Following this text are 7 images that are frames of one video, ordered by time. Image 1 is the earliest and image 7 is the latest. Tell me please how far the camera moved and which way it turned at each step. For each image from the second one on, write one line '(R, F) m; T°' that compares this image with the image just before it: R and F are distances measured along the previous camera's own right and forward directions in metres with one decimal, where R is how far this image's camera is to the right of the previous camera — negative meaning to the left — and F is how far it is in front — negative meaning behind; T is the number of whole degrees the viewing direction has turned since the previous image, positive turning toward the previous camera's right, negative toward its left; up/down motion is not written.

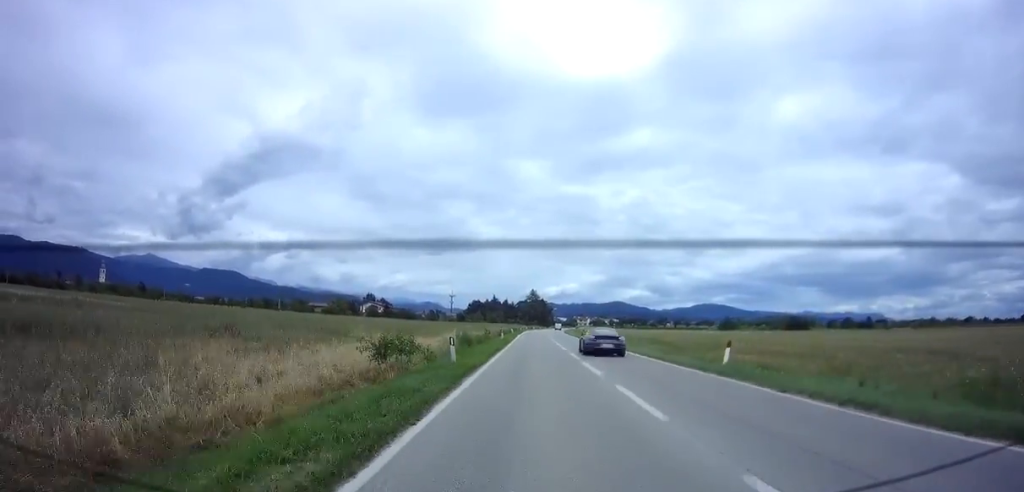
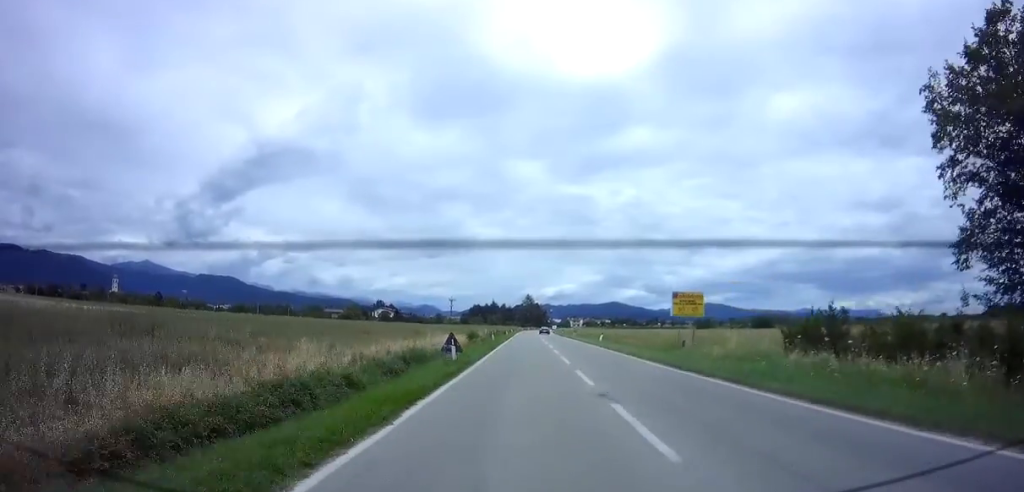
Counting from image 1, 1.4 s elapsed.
(-0.3, +27.3) m; -1°
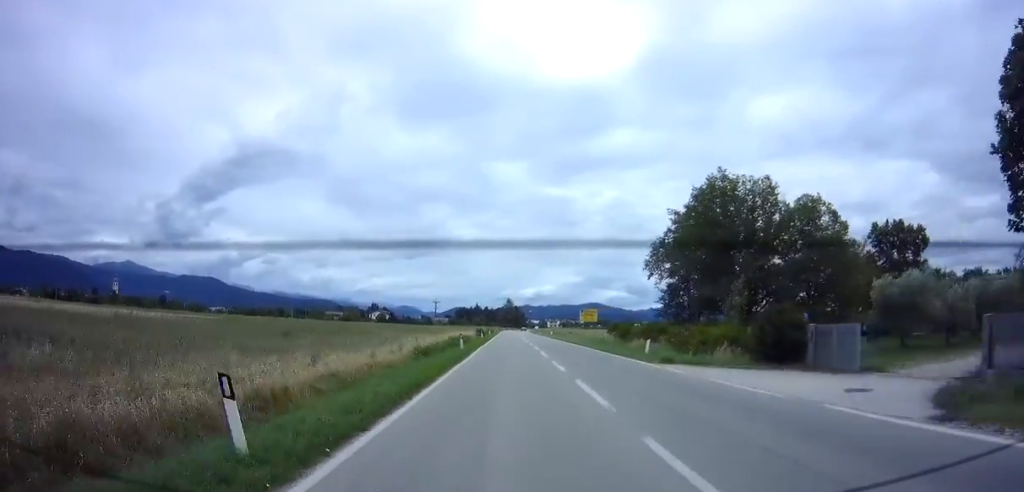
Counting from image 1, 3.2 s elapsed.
(+1.3, +34.3) m; +5°
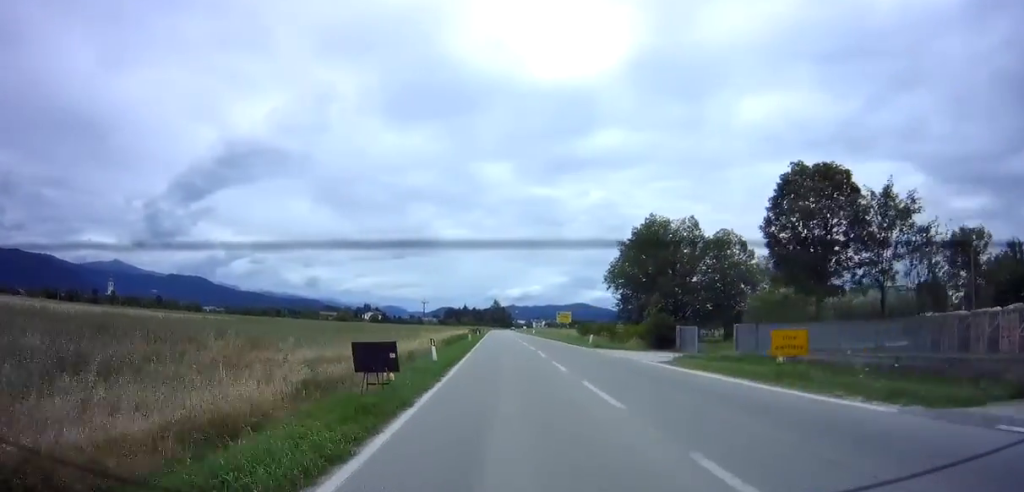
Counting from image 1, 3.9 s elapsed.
(+0.2, +14.1) m; +1°
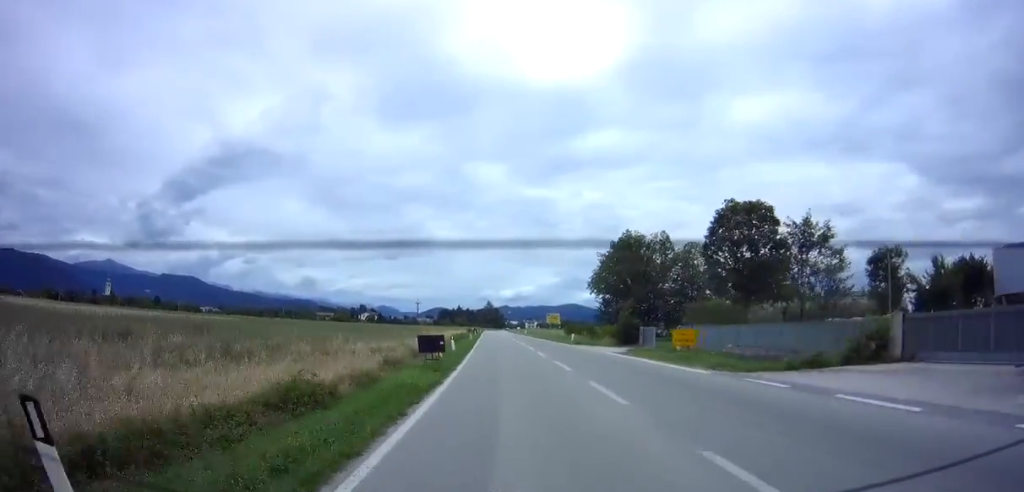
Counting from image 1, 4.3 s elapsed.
(0.0, +7.7) m; 0°
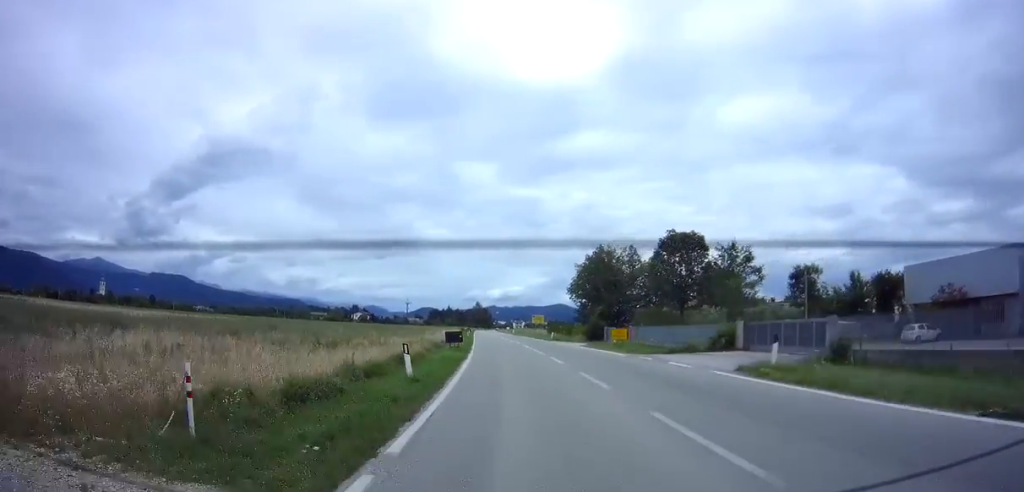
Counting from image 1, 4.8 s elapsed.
(0.0, +10.3) m; +1°
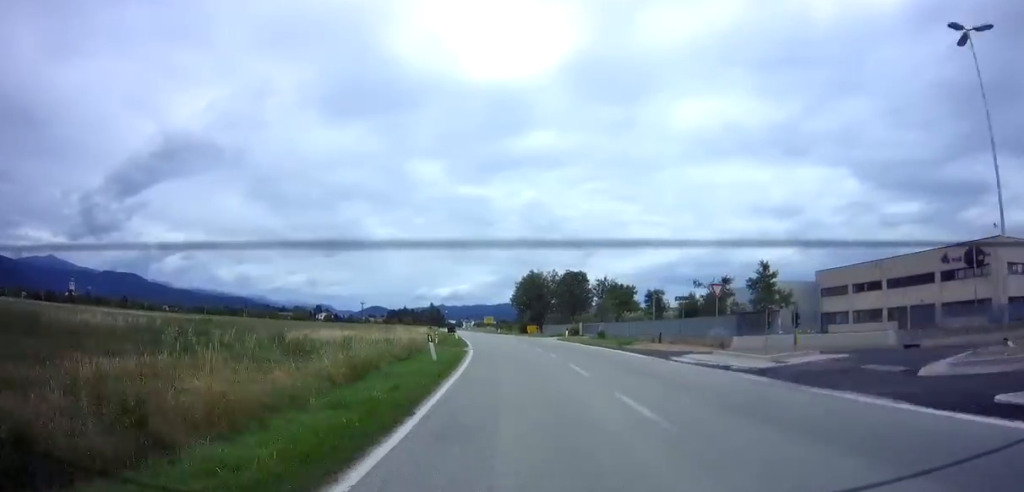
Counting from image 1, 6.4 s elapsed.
(+1.2, +31.1) m; +4°
